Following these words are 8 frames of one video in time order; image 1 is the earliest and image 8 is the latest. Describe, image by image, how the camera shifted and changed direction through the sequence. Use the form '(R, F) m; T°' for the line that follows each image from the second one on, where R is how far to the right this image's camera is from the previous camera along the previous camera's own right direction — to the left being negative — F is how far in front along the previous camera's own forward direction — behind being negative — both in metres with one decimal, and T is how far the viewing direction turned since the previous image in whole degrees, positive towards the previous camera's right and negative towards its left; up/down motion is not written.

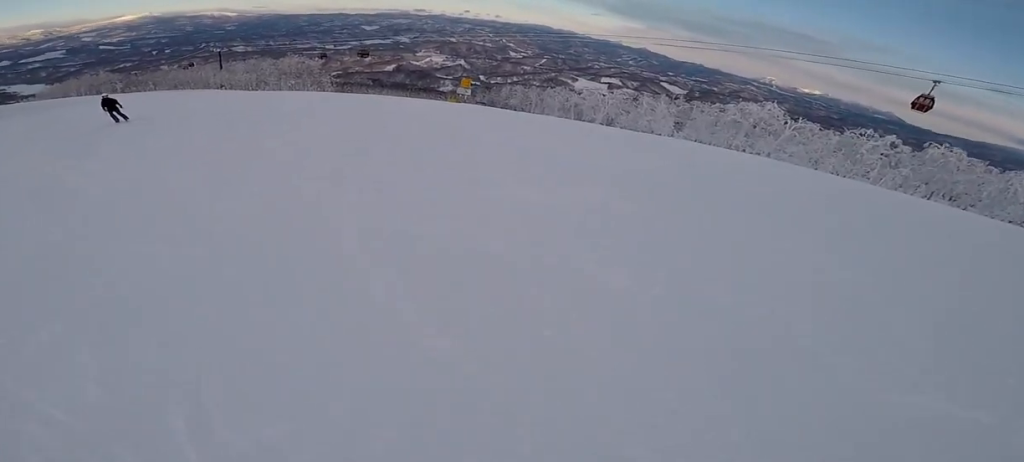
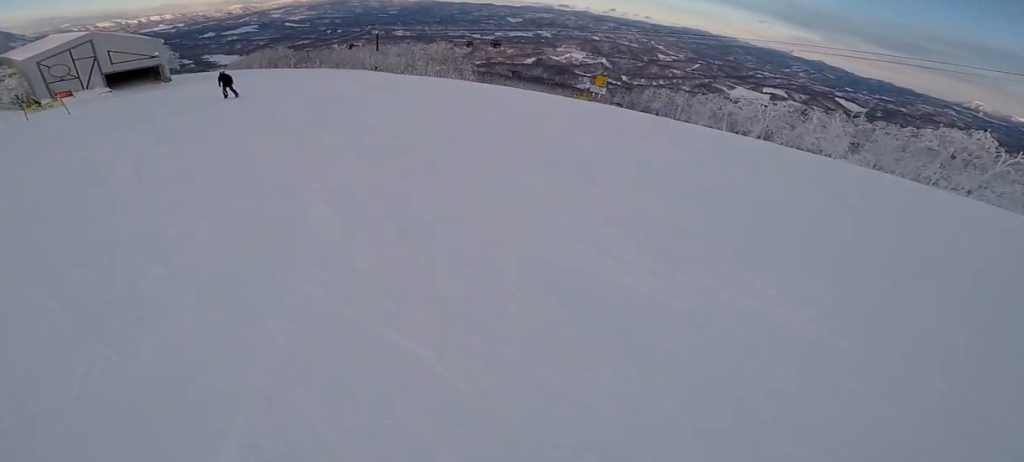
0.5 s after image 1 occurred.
(-0.4, +2.5) m; -9°
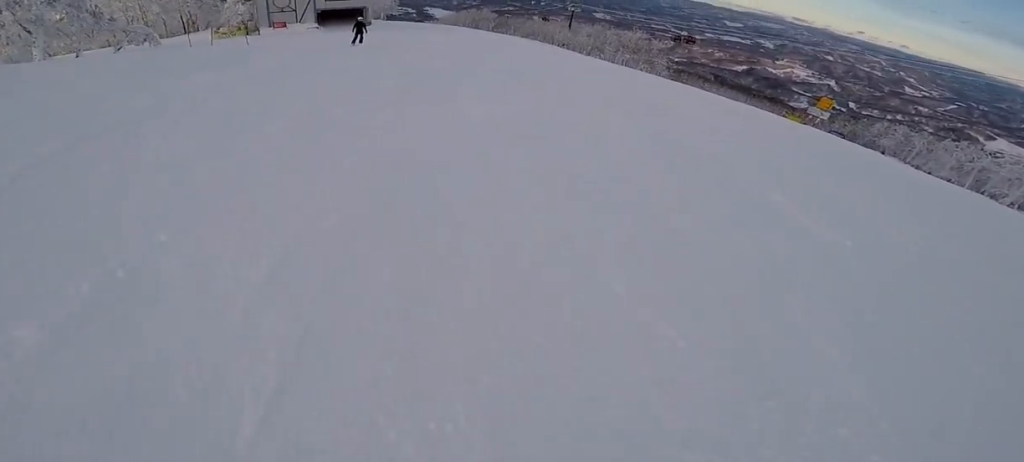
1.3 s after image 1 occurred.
(-0.5, +4.0) m; -11°
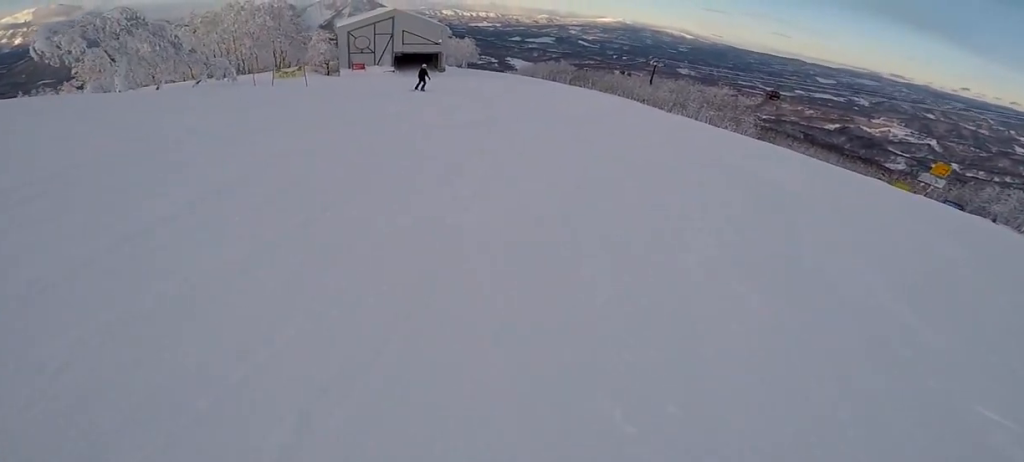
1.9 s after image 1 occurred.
(-0.3, +3.1) m; -3°
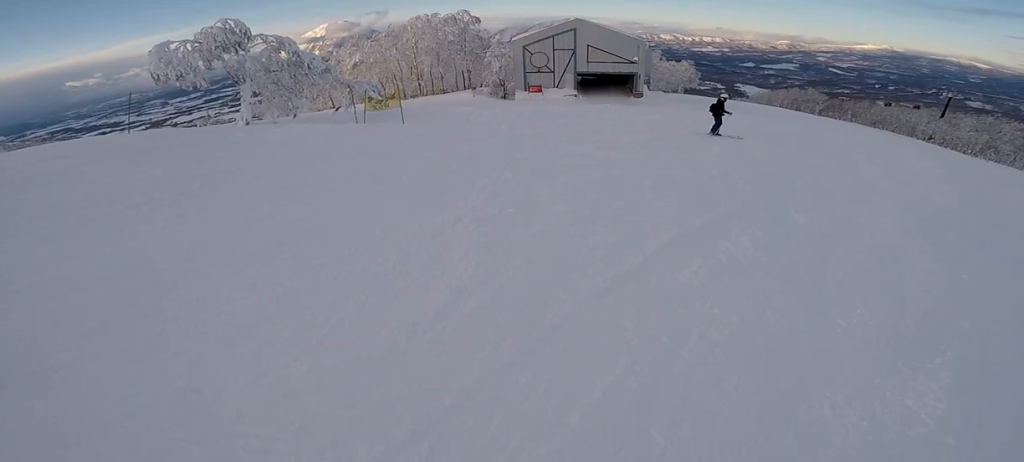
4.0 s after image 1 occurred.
(-3.2, +9.0) m; -32°
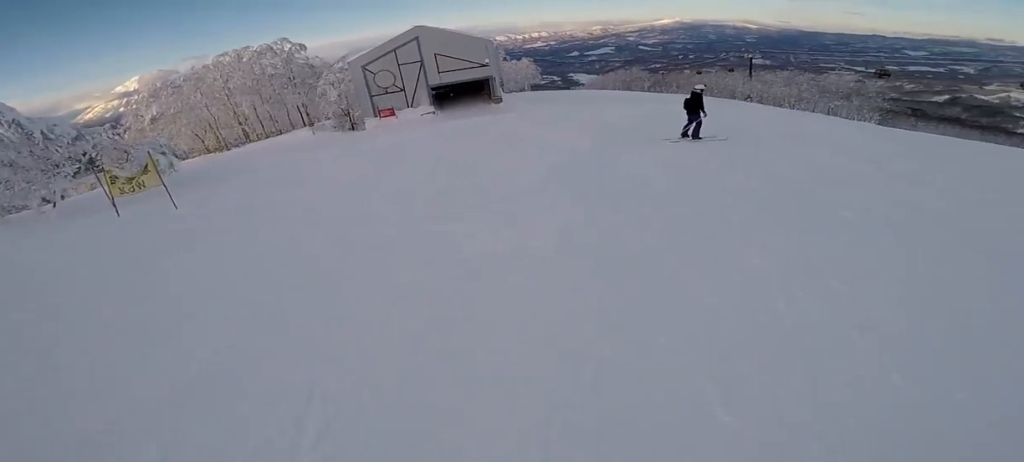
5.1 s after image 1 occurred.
(+0.9, +4.8) m; +21°
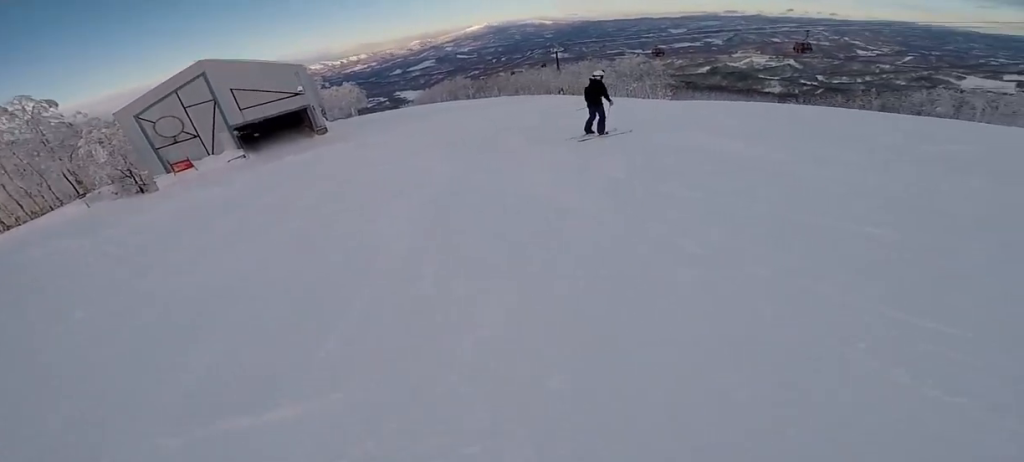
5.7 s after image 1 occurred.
(+0.4, +2.7) m; +19°
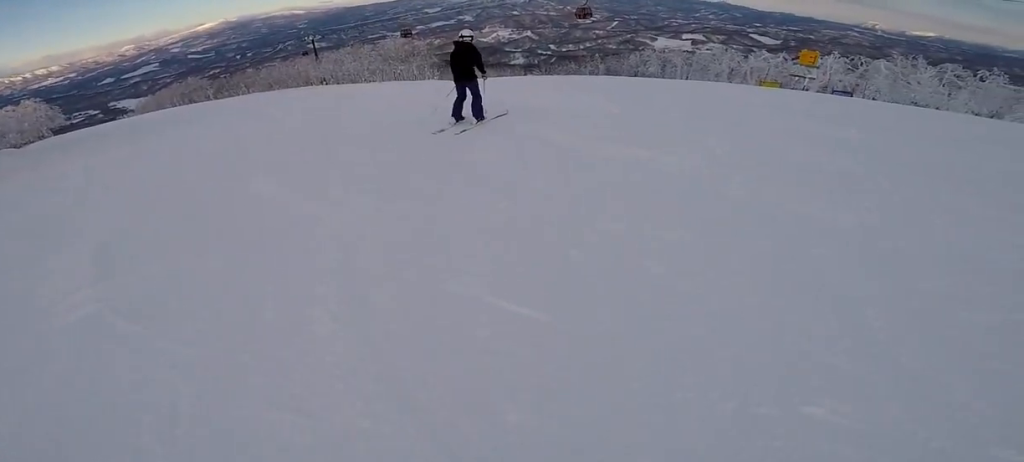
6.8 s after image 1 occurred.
(+1.3, +3.5) m; +41°
